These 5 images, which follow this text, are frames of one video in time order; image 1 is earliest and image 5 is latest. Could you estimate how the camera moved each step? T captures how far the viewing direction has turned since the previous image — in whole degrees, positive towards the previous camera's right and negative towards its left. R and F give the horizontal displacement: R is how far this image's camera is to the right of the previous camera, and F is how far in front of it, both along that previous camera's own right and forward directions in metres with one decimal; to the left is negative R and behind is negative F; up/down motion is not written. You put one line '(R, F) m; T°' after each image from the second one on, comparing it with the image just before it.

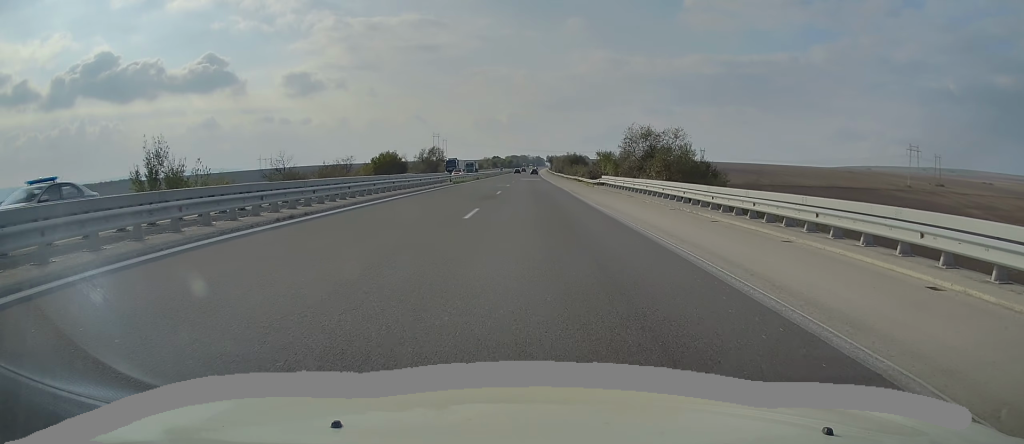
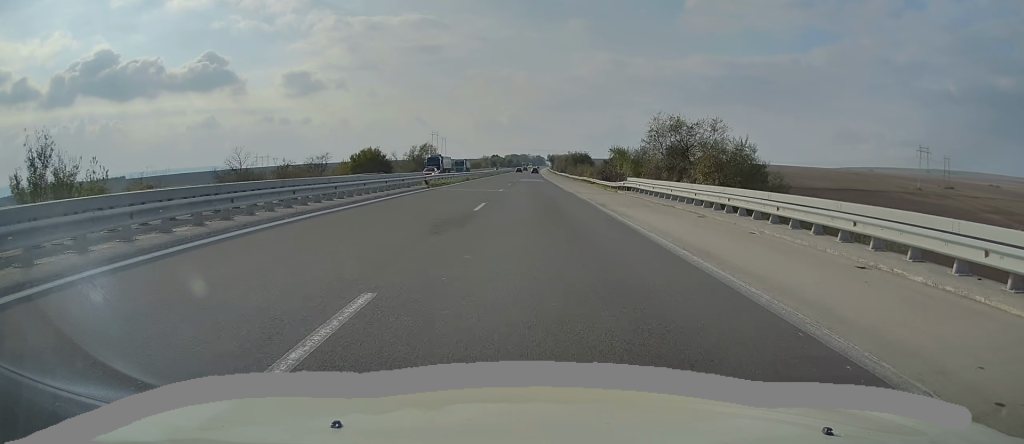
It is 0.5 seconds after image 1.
(+0.1, +13.7) m; 0°
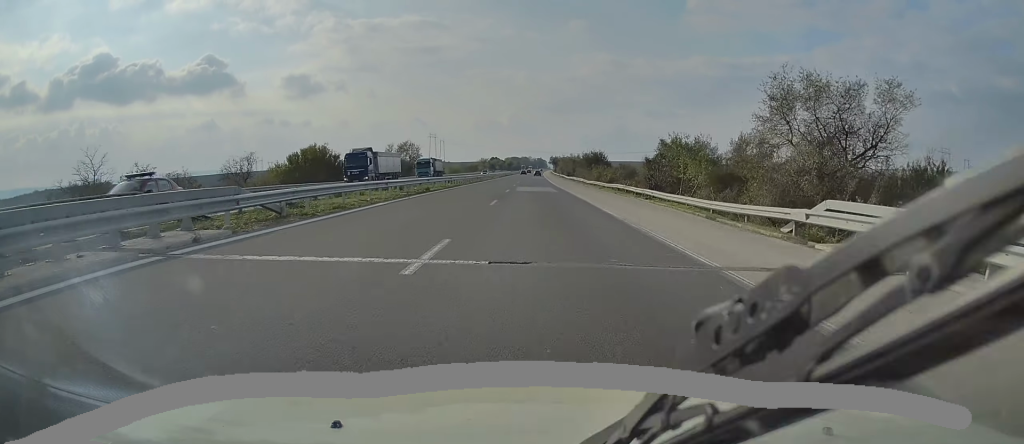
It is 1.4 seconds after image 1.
(-0.4, +27.3) m; 0°
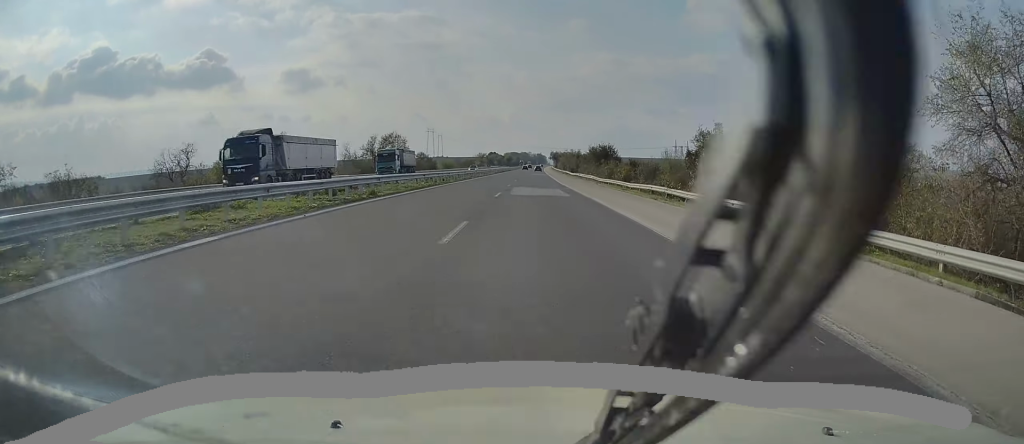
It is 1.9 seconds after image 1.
(+0.1, +13.6) m; 0°
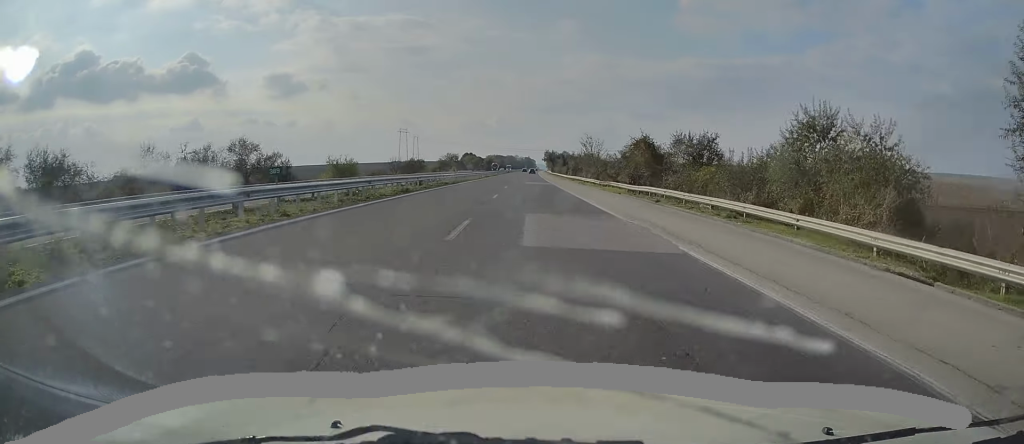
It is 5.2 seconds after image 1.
(+0.8, +96.4) m; +1°
